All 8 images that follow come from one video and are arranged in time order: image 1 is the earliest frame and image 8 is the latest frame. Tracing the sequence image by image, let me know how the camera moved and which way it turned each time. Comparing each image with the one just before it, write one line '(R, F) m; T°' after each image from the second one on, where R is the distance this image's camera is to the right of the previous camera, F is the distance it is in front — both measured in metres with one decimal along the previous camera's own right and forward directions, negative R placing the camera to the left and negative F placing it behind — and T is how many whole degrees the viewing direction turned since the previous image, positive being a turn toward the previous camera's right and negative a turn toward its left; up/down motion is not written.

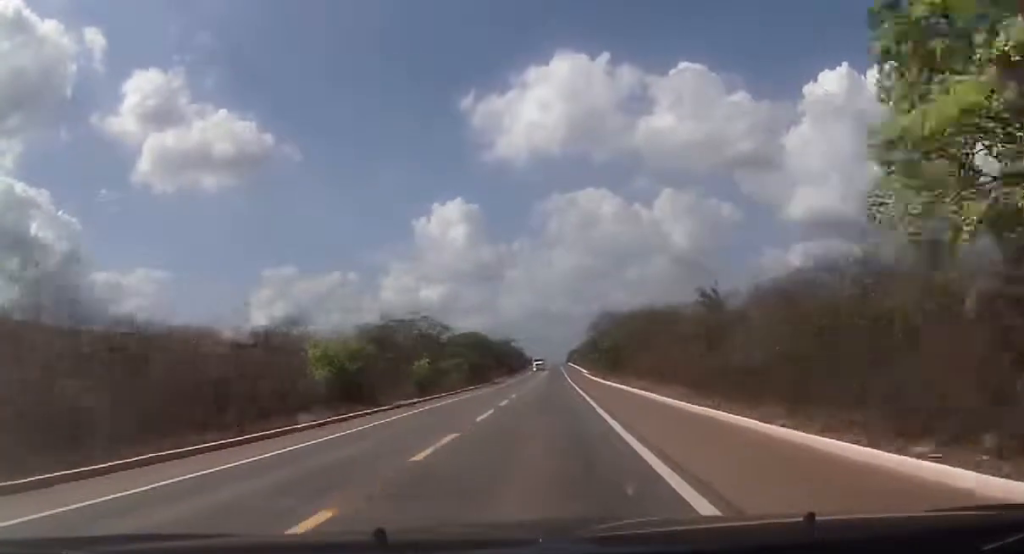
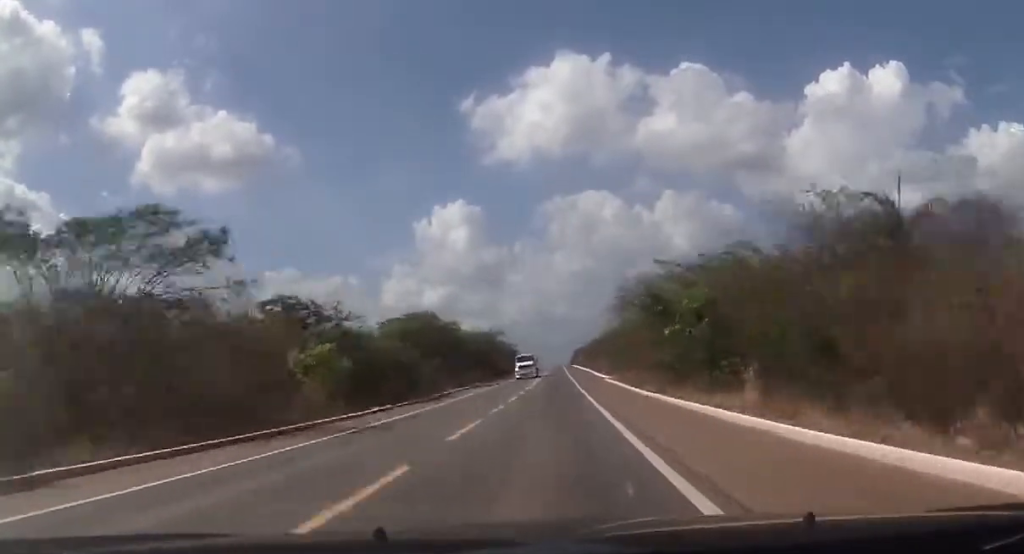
(+0.1, +45.4) m; 0°
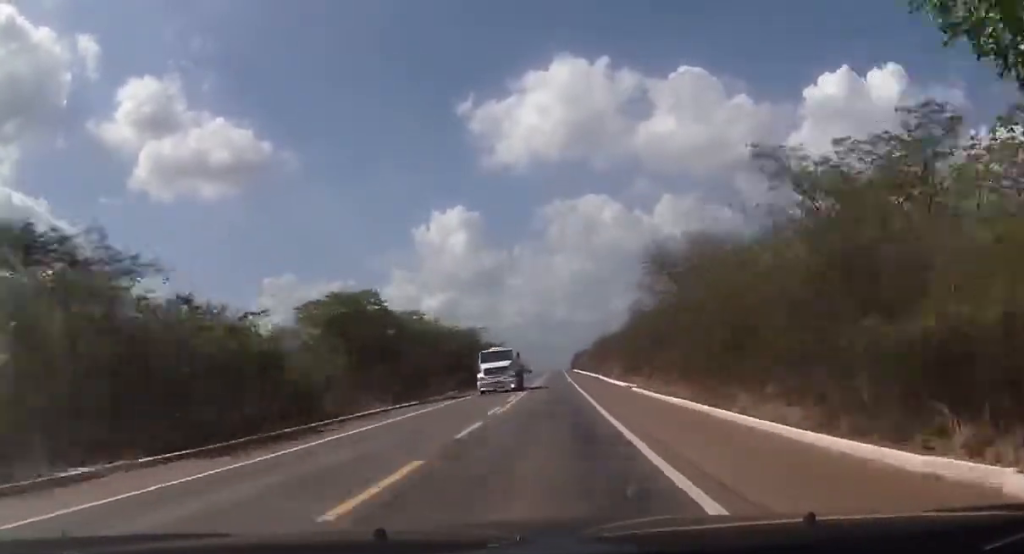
(-0.1, +23.4) m; 0°
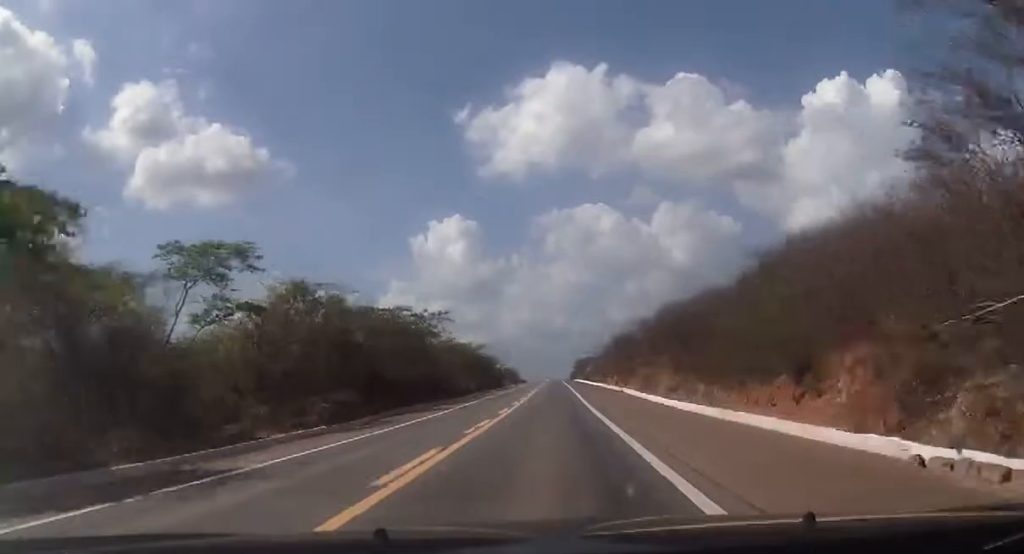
(-0.4, +39.4) m; 0°
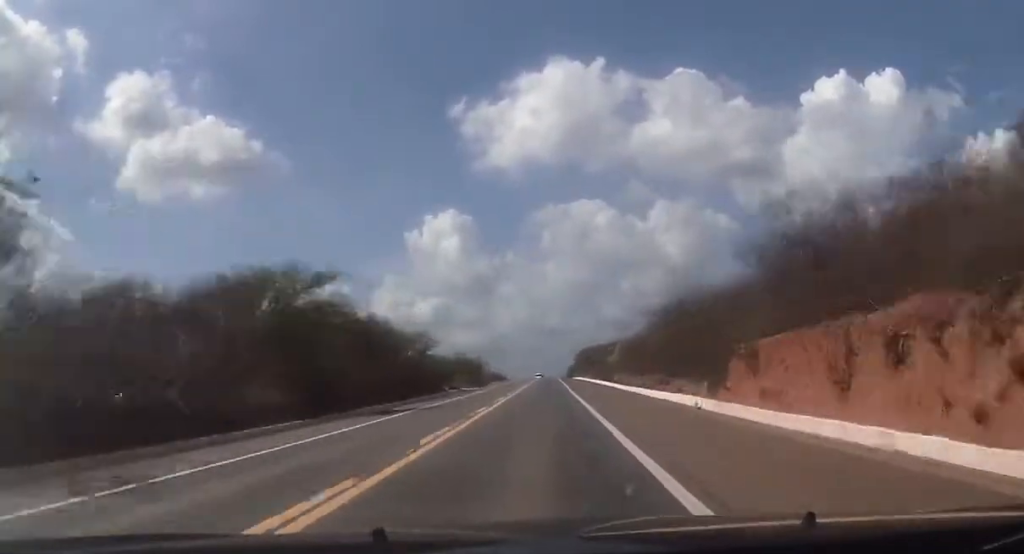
(+0.4, +65.0) m; +1°
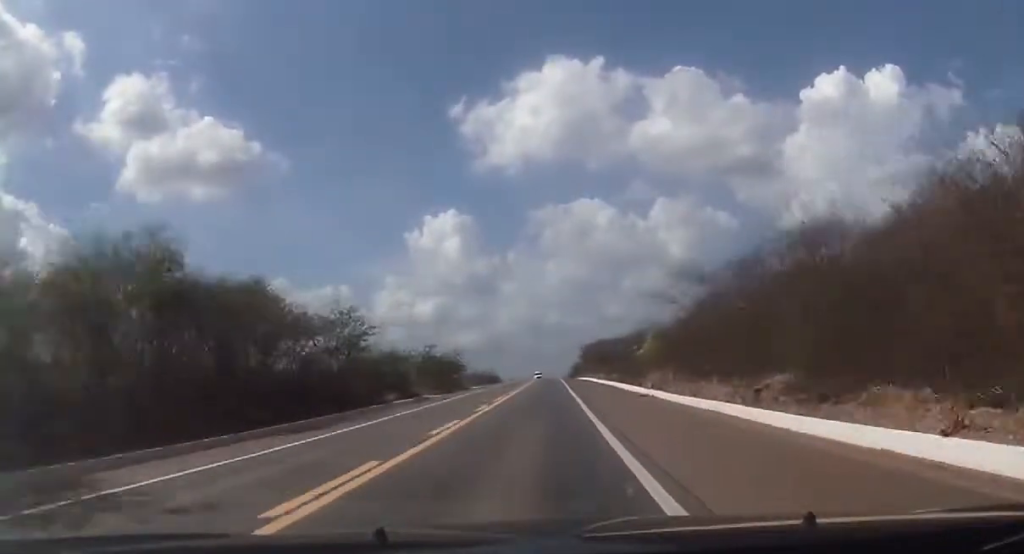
(0.0, +24.3) m; 0°
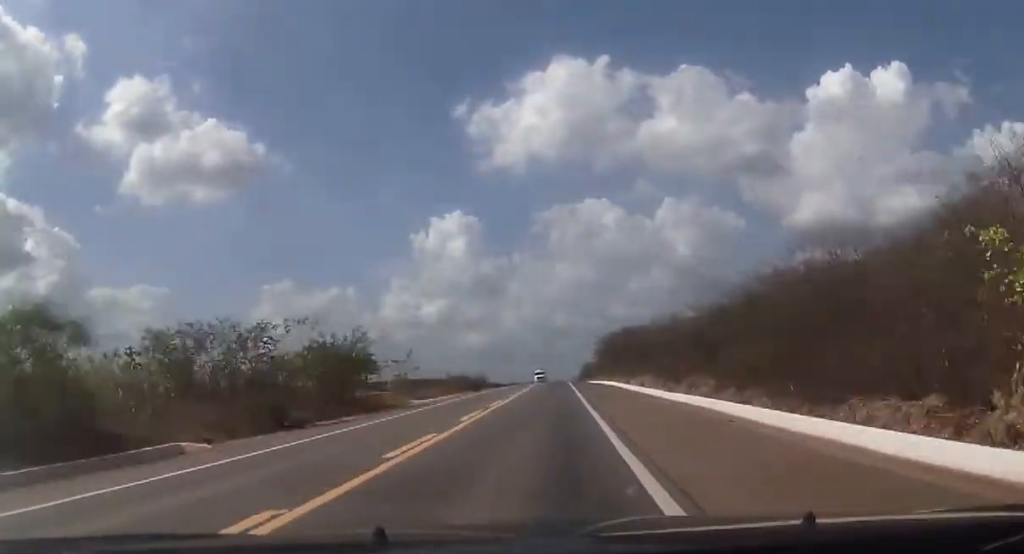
(+0.4, +39.4) m; 0°
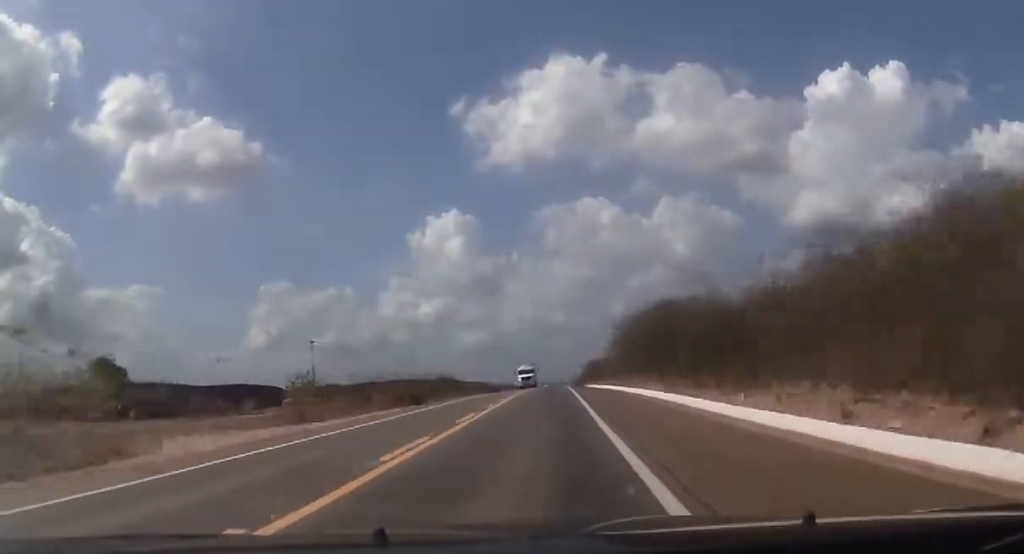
(-0.3, +35.8) m; -1°
